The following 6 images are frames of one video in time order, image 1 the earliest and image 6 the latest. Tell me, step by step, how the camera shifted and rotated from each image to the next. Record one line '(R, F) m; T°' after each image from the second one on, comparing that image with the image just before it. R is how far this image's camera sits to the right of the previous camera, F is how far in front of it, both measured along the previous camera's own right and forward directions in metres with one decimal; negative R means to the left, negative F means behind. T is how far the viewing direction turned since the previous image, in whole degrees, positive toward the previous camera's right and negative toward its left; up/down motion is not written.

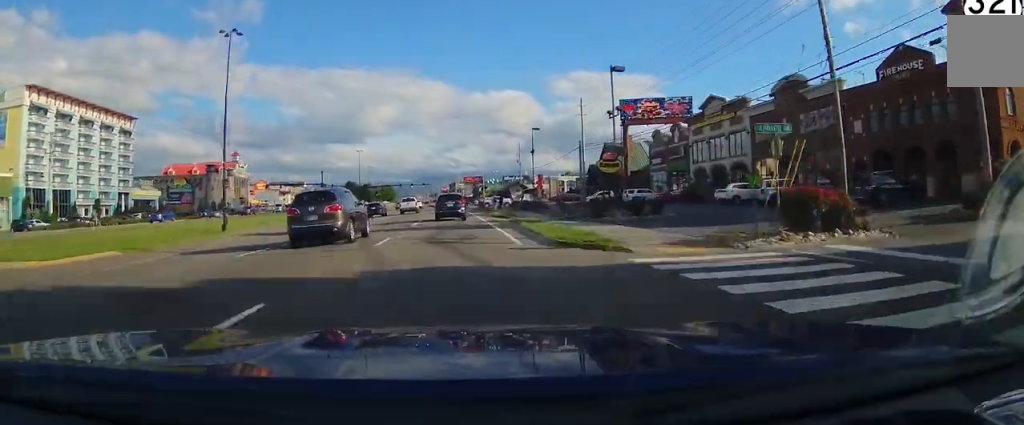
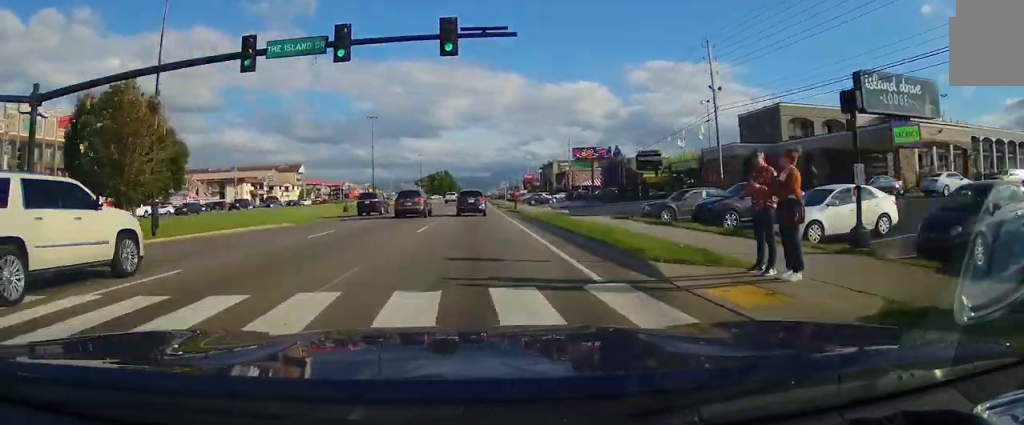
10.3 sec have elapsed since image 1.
(-5.8, +148.7) m; -3°
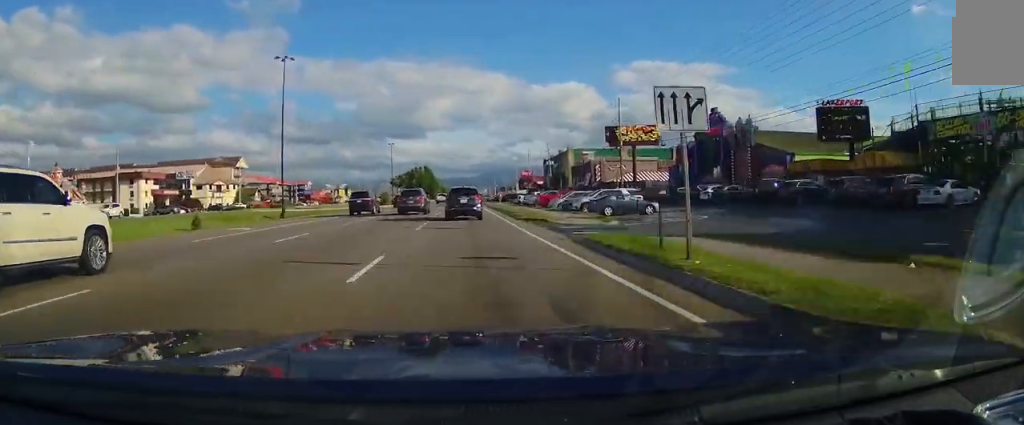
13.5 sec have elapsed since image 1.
(-0.2, +47.4) m; 0°
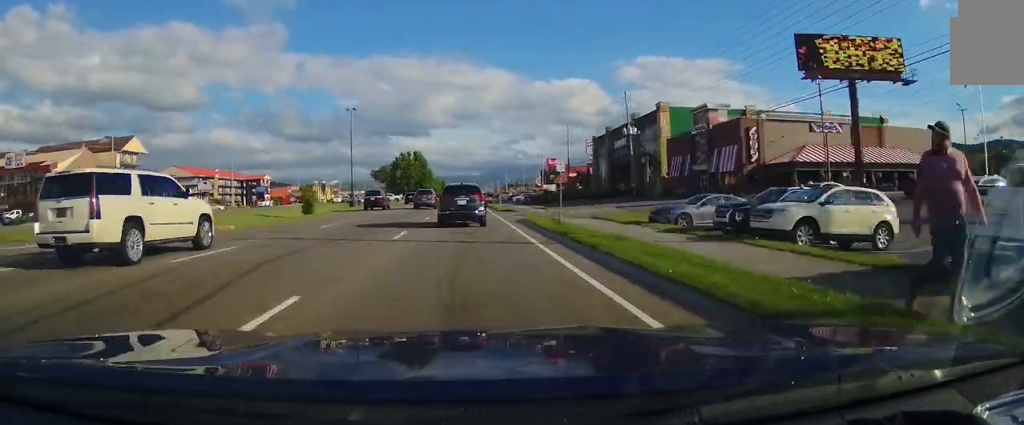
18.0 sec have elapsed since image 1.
(-0.1, +63.7) m; 0°
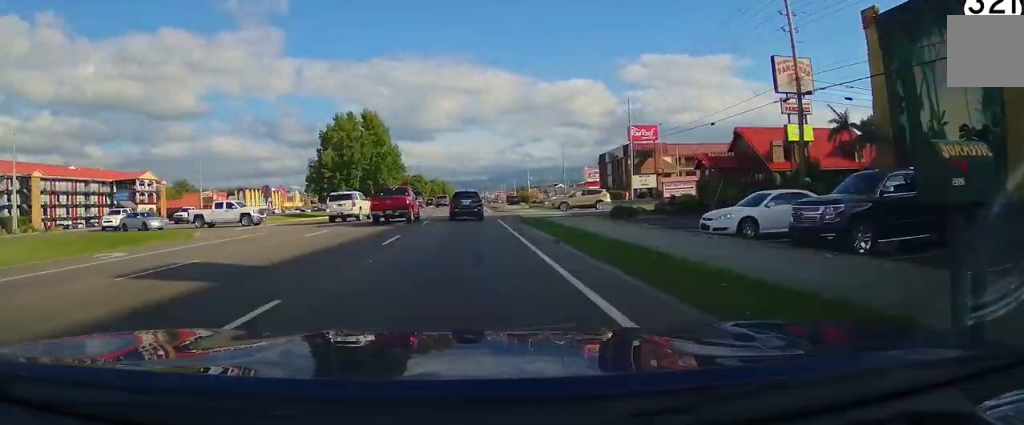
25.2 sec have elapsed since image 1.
(-0.1, +91.0) m; -1°
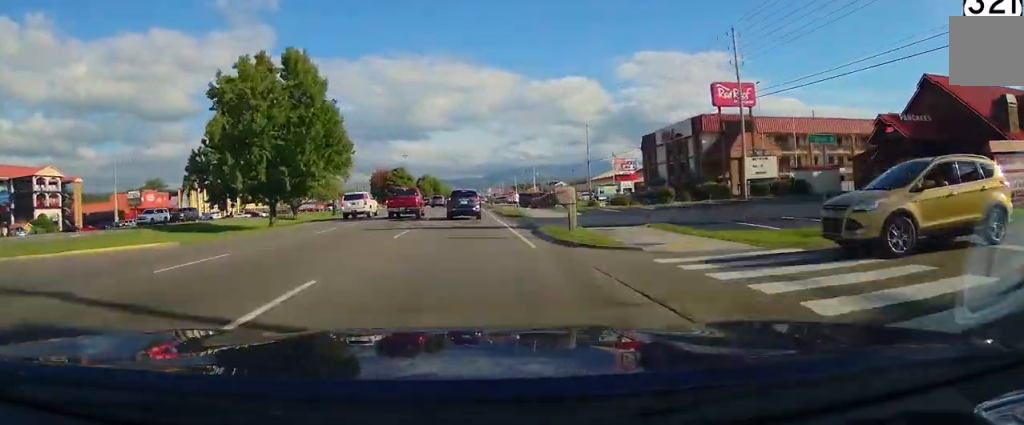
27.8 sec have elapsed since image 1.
(-0.1, +27.0) m; 0°
